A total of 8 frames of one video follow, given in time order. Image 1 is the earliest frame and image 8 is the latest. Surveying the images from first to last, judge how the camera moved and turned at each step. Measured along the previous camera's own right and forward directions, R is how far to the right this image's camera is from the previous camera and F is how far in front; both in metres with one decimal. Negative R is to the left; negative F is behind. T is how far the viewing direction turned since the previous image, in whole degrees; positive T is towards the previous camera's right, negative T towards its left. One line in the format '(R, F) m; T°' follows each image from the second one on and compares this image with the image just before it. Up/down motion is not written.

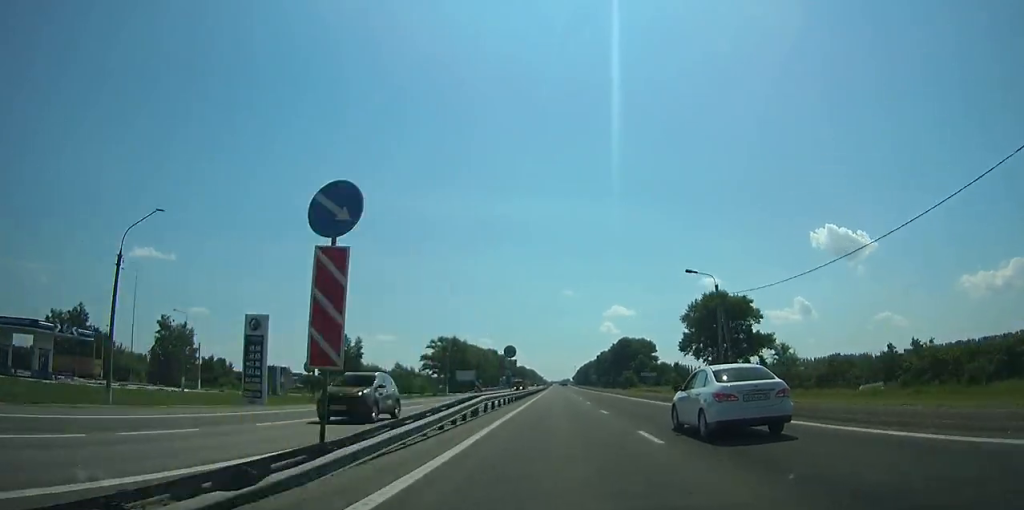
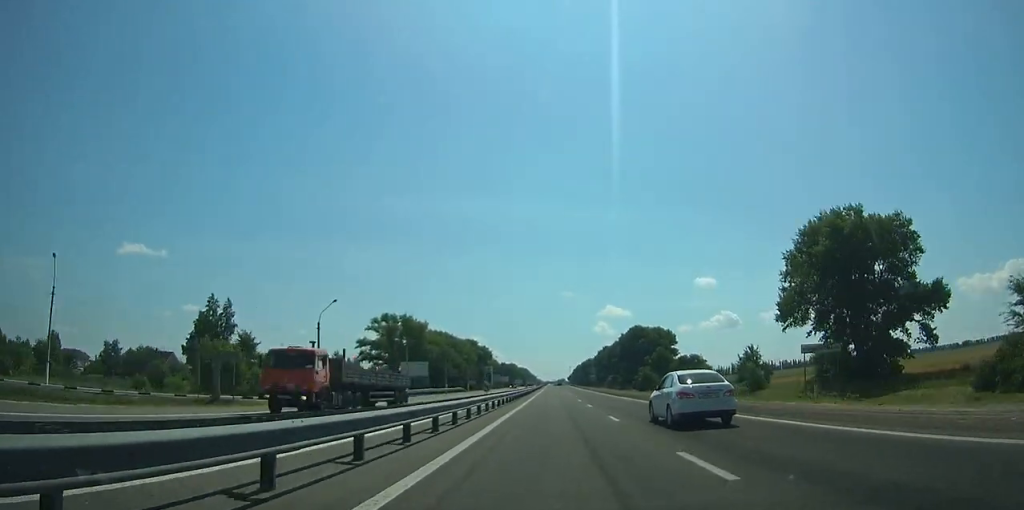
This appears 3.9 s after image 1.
(+0.1, +67.7) m; 0°
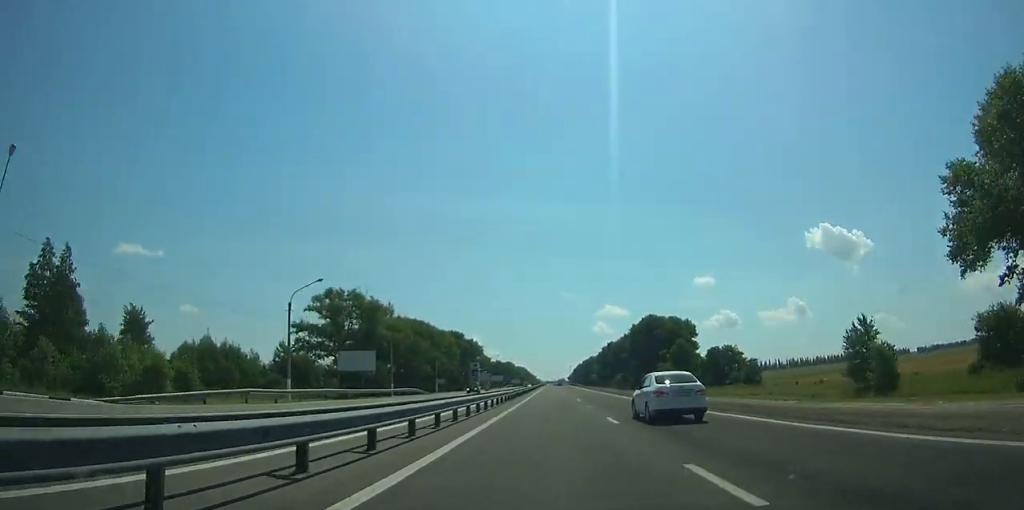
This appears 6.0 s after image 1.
(0.0, +37.9) m; 0°
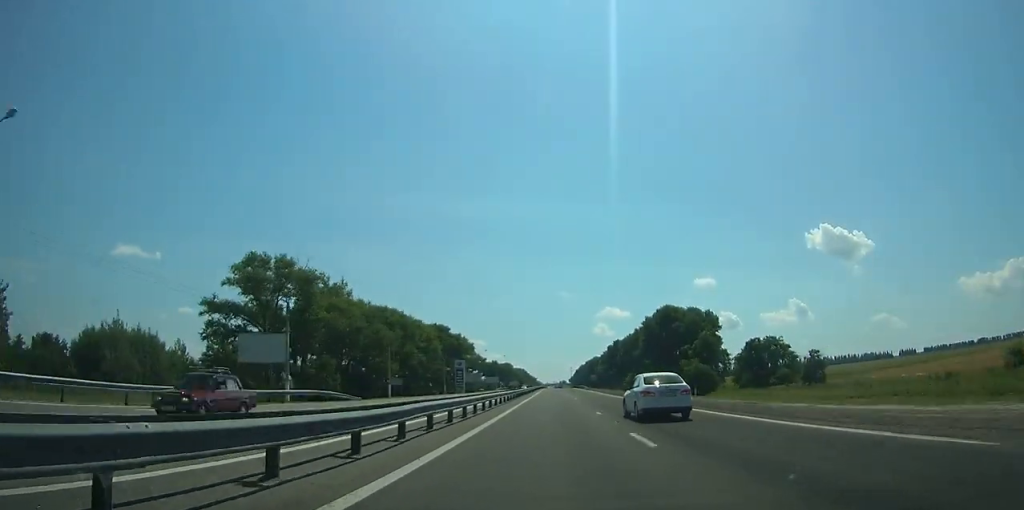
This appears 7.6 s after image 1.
(0.0, +29.7) m; 0°
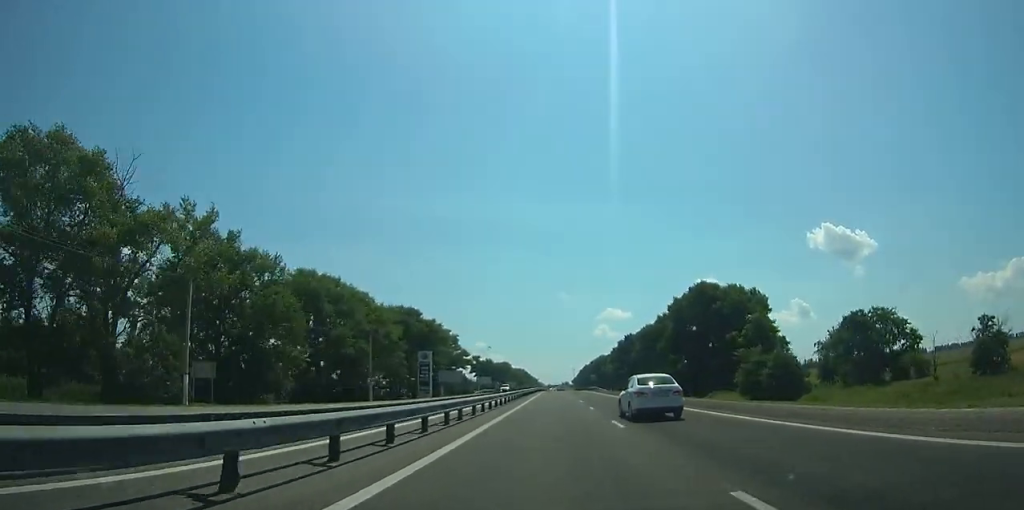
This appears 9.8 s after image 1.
(-0.1, +42.7) m; 0°
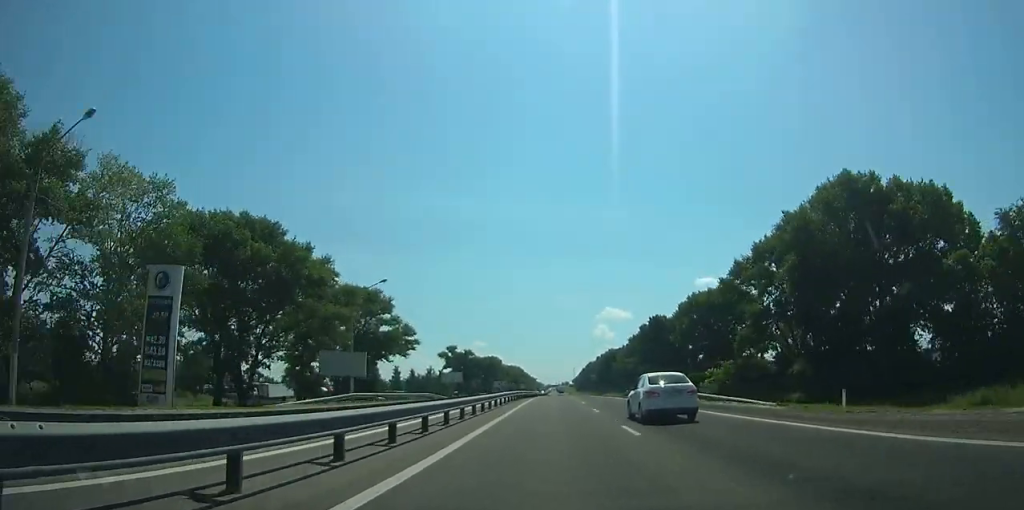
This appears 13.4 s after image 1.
(-0.1, +76.2) m; 0°
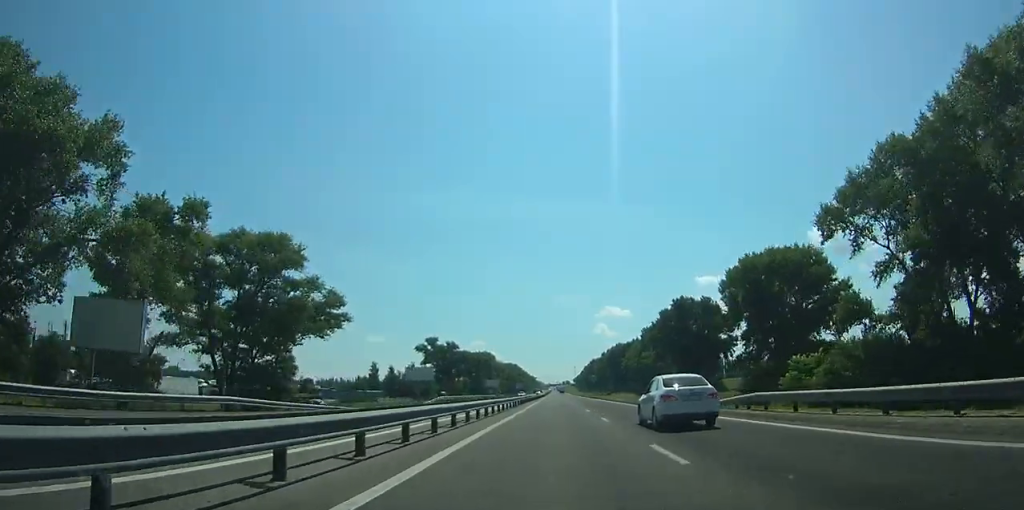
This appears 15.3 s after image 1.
(0.0, +42.9) m; 0°
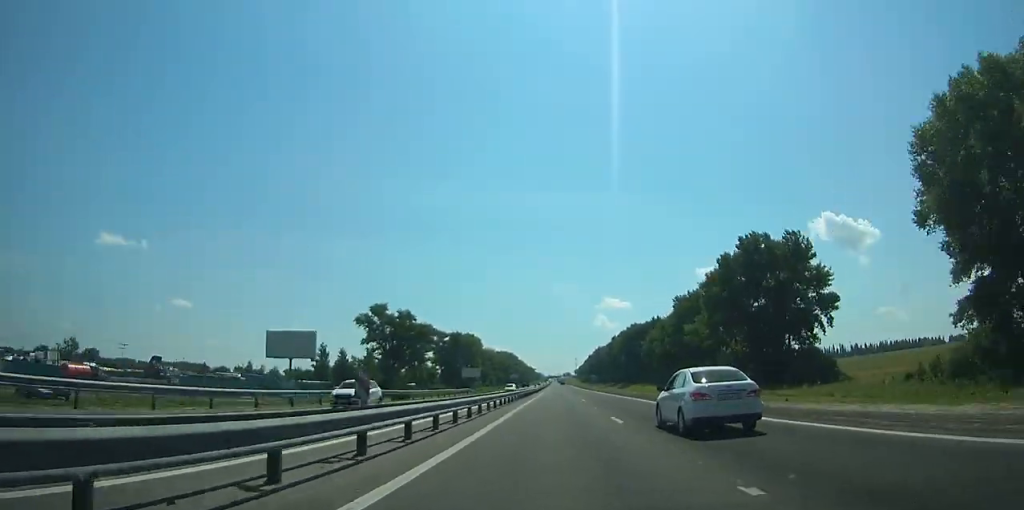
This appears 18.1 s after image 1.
(0.0, +64.3) m; 0°
